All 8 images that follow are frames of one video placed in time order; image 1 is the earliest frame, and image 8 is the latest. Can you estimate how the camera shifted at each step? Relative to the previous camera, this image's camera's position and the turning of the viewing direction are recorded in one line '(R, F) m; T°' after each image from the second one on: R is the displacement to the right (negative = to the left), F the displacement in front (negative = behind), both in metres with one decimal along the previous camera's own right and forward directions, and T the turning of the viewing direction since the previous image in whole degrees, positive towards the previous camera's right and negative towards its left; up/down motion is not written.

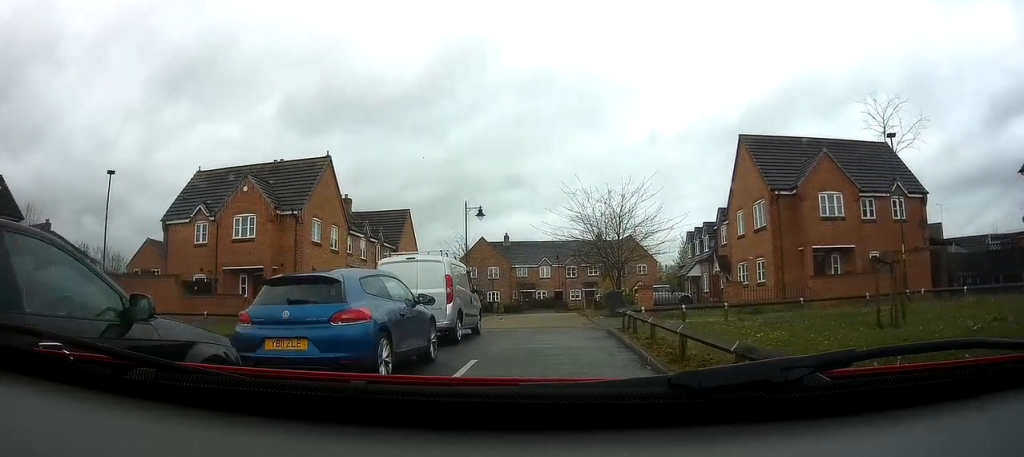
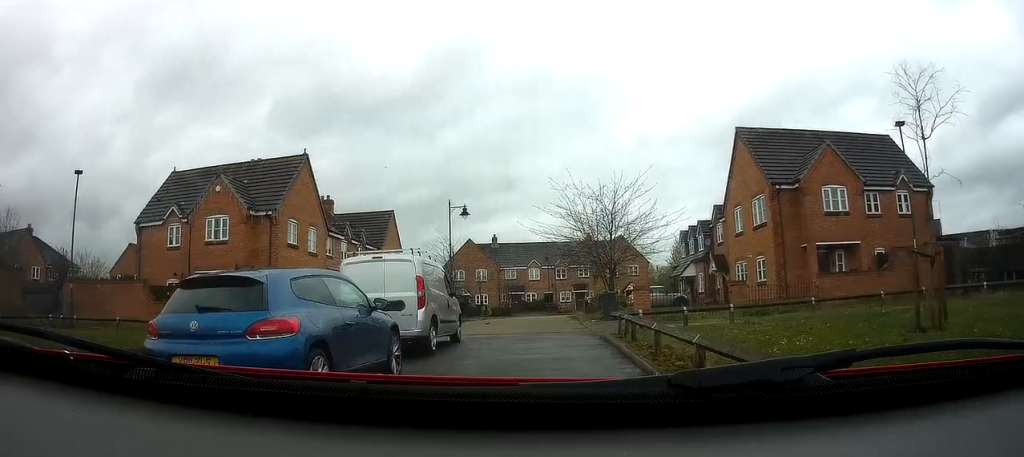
(+0.1, +1.6) m; +2°
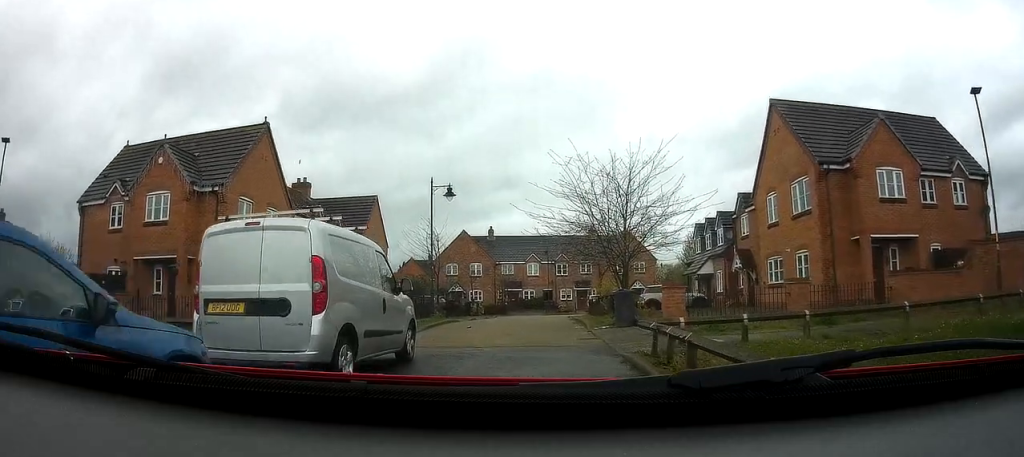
(0.0, +4.8) m; +1°
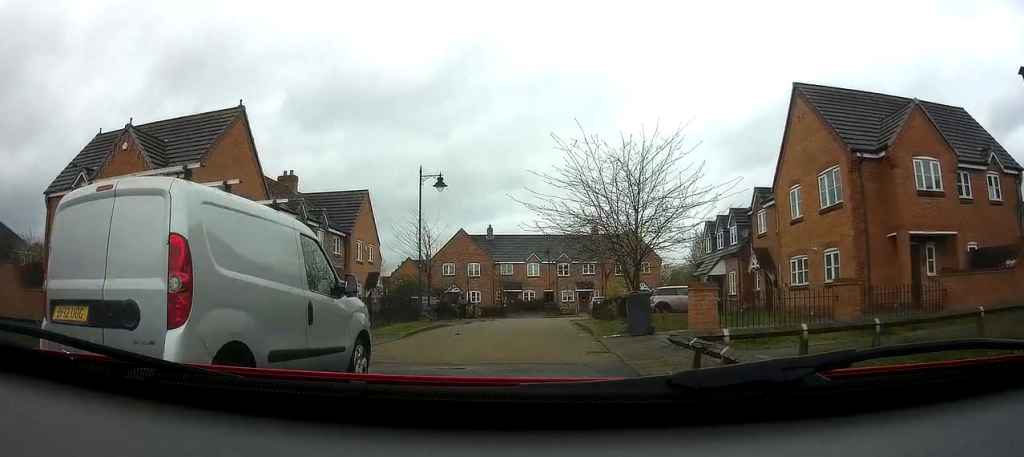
(0.0, +2.6) m; +2°
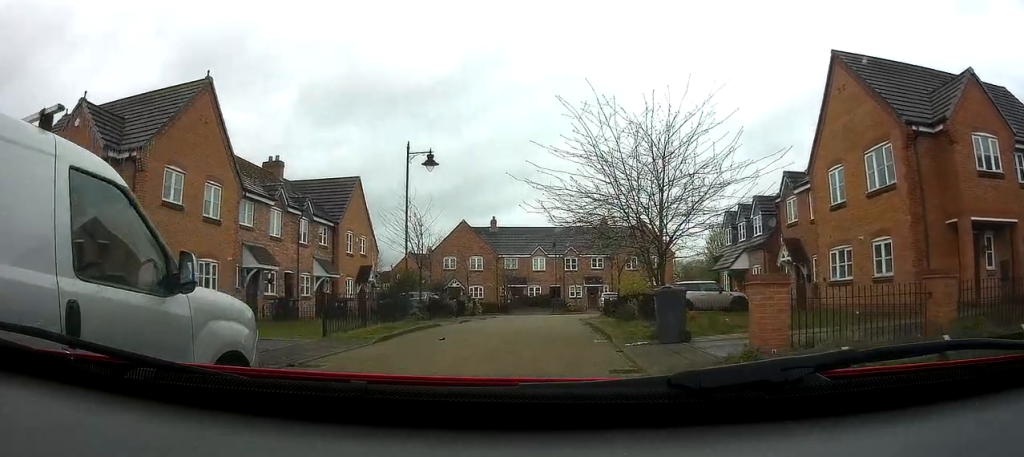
(+0.3, +3.1) m; -3°
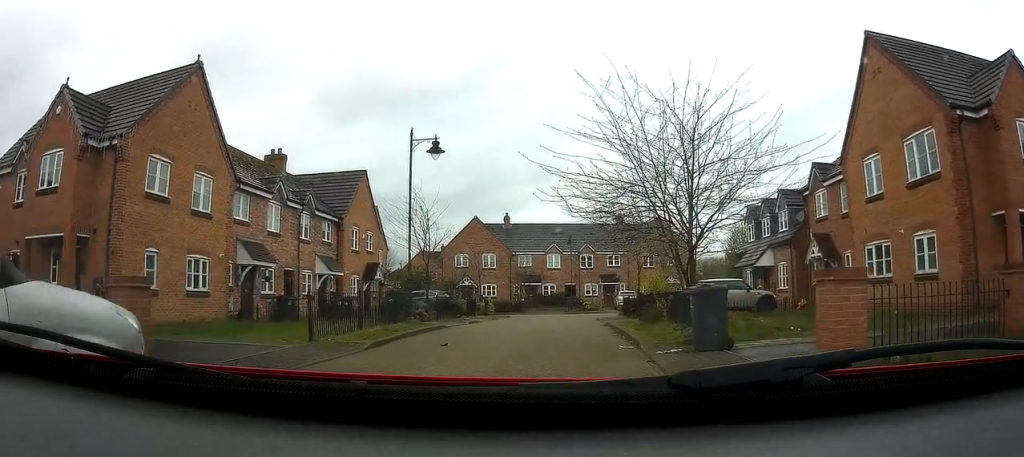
(-0.2, +1.6) m; -6°
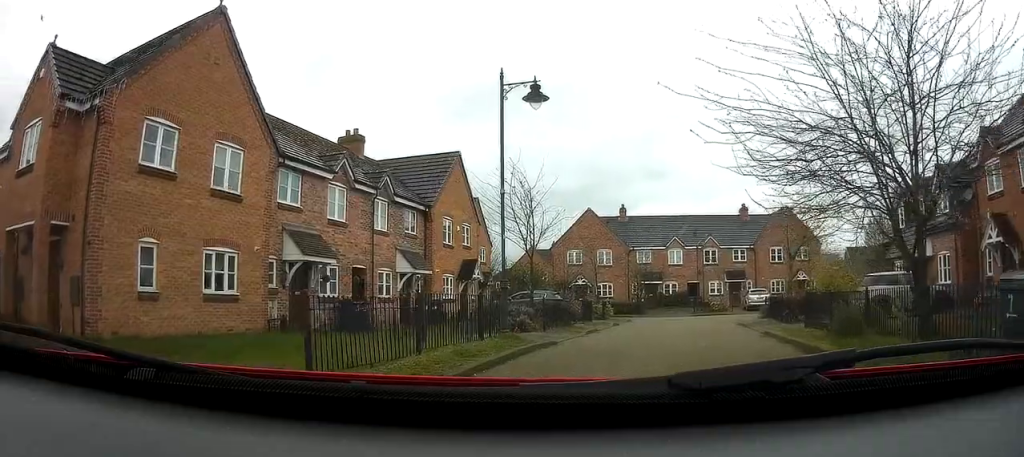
(-0.6, +5.2) m; -12°
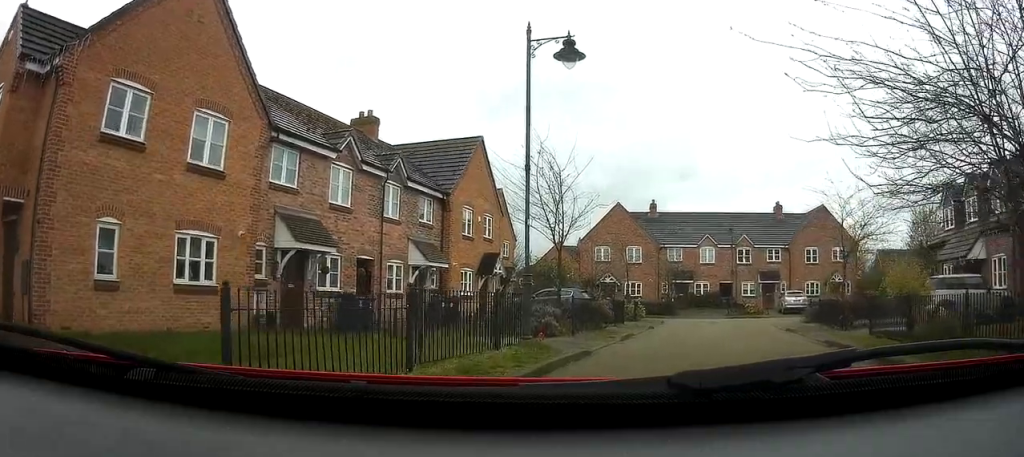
(-0.1, +2.5) m; -4°
